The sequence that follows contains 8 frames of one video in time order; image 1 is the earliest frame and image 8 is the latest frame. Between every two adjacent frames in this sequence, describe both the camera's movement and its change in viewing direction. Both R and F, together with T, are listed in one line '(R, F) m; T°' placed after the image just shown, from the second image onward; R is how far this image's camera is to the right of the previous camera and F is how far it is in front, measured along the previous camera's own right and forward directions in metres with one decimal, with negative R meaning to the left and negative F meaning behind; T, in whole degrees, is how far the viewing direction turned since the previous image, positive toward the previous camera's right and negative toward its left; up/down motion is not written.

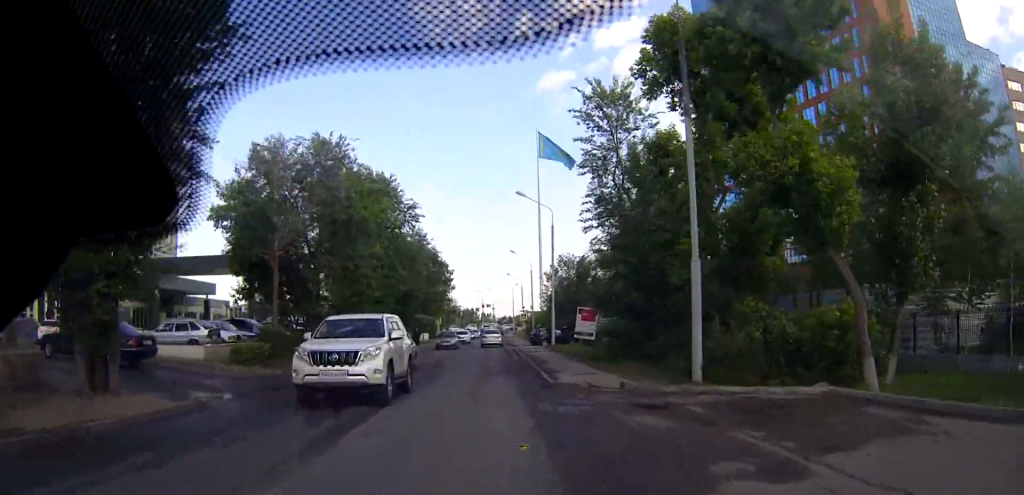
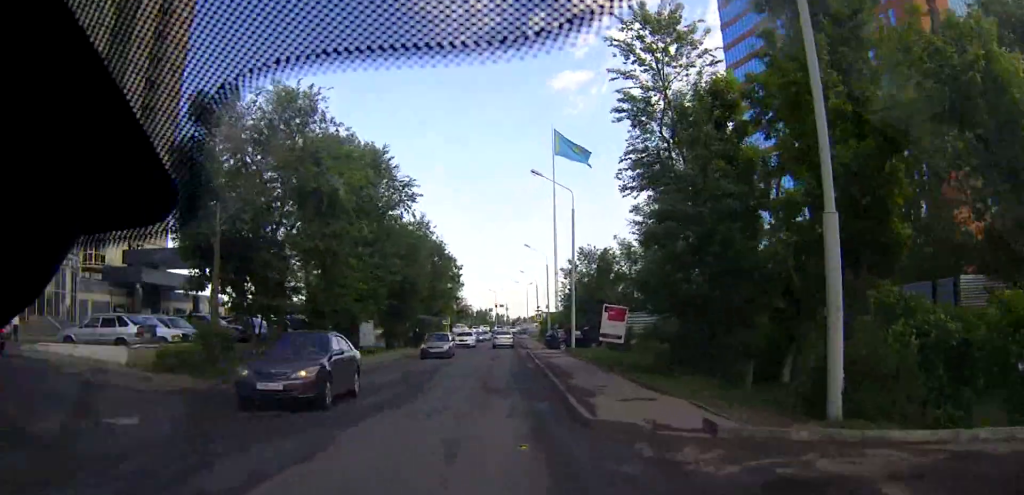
(+0.1, +7.4) m; 0°
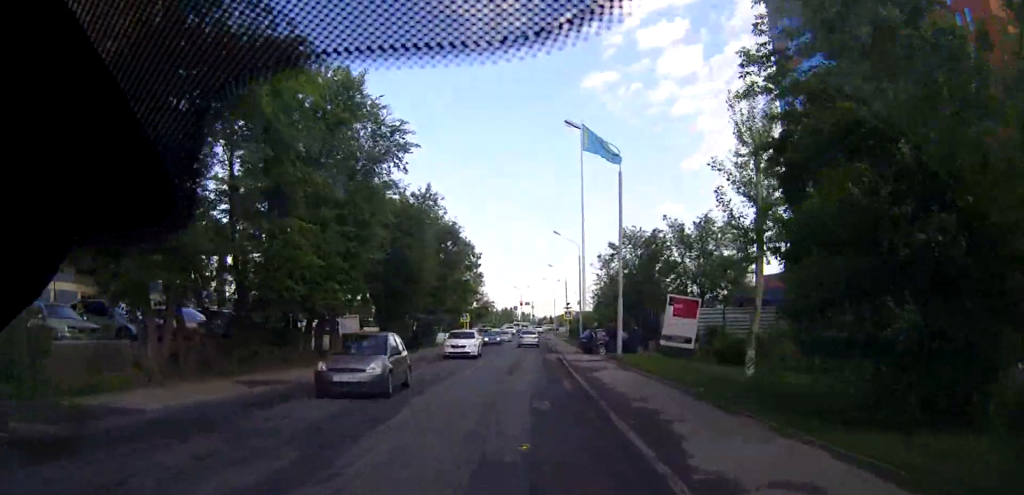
(0.0, +10.7) m; +1°
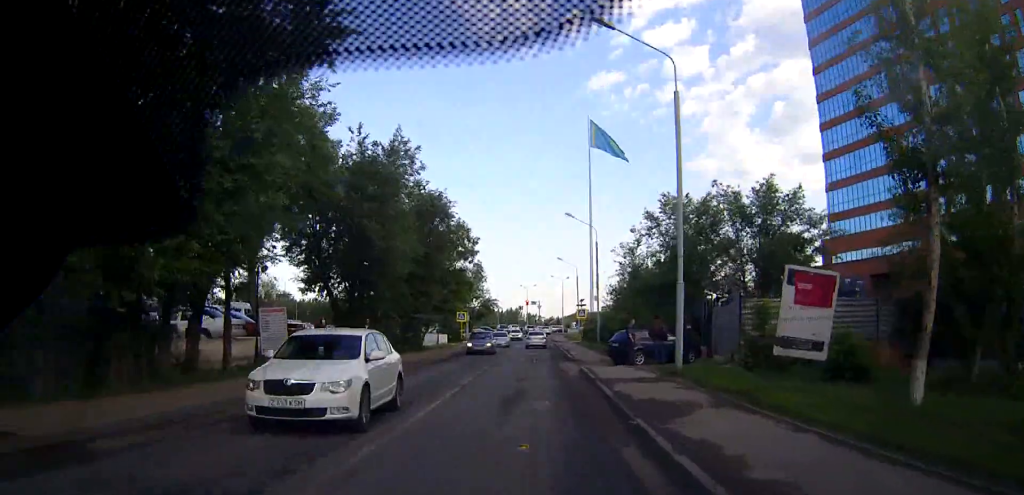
(+0.1, +11.5) m; +1°
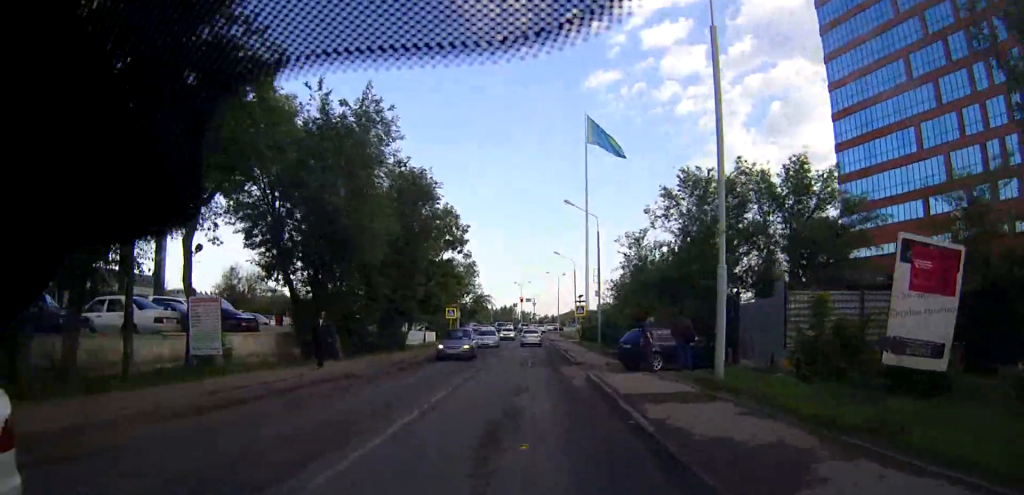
(0.0, +5.0) m; 0°
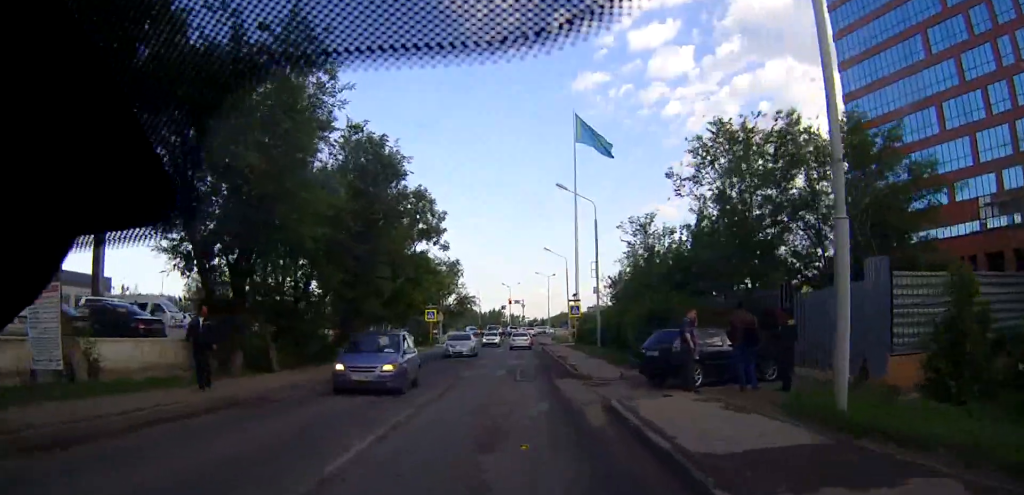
(0.0, +7.0) m; 0°
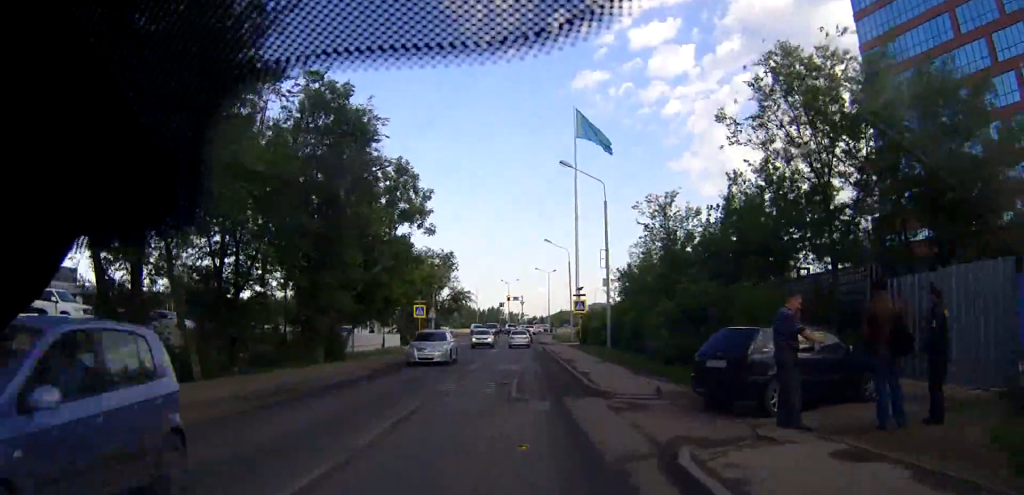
(0.0, +6.0) m; 0°
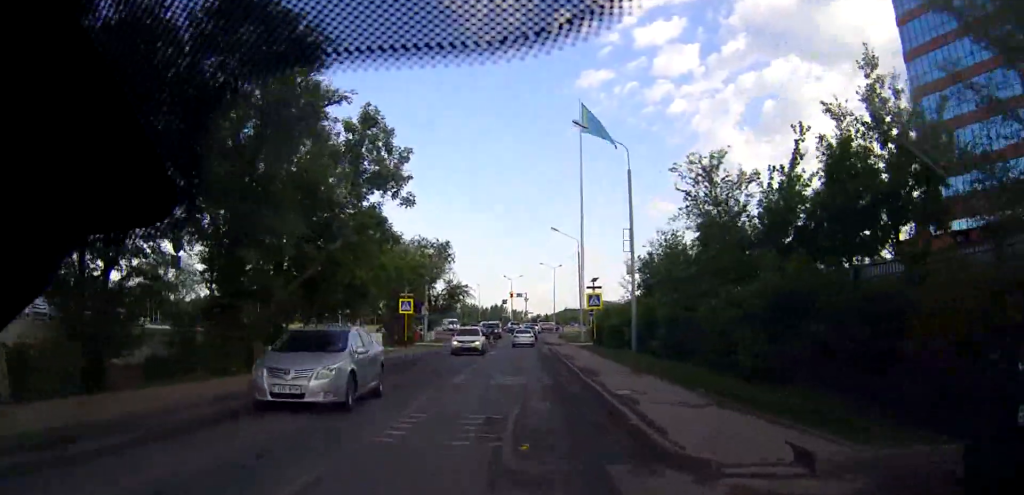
(0.0, +8.2) m; +1°
